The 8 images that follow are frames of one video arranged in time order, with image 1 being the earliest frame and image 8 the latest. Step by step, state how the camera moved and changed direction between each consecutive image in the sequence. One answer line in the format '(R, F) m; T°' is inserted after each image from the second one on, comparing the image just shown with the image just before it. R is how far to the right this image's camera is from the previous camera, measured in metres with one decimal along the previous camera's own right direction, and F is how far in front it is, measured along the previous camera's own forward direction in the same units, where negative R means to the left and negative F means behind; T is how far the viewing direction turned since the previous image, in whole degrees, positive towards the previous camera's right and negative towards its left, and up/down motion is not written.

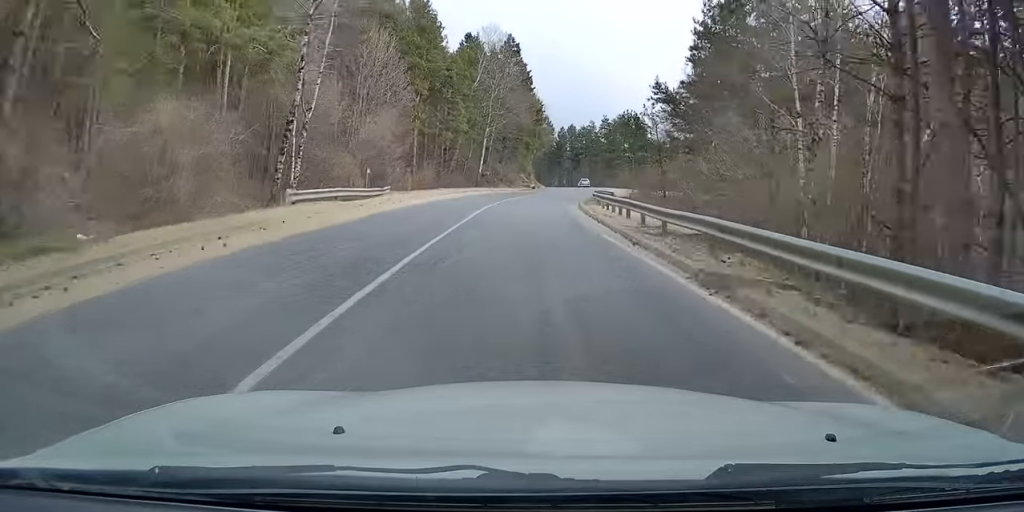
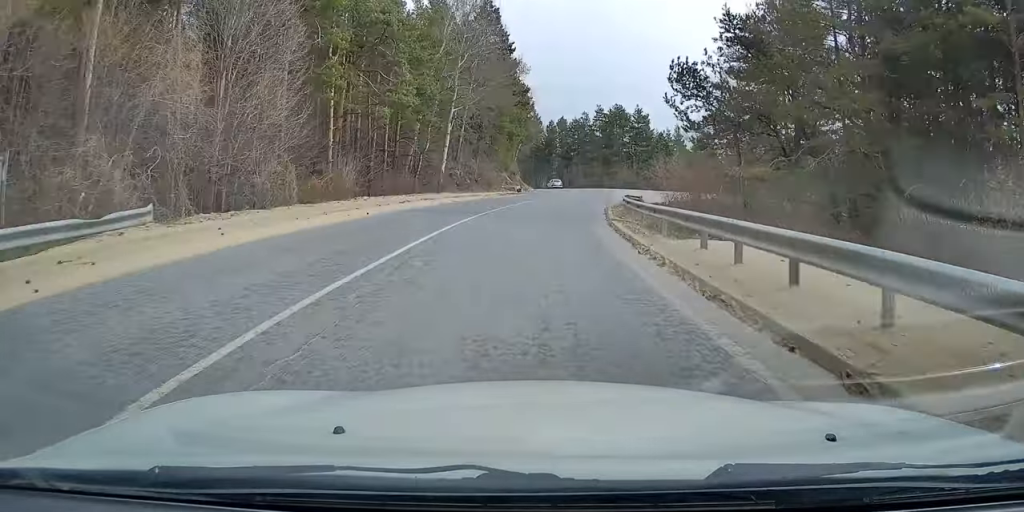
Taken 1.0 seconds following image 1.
(+0.6, +19.6) m; +3°
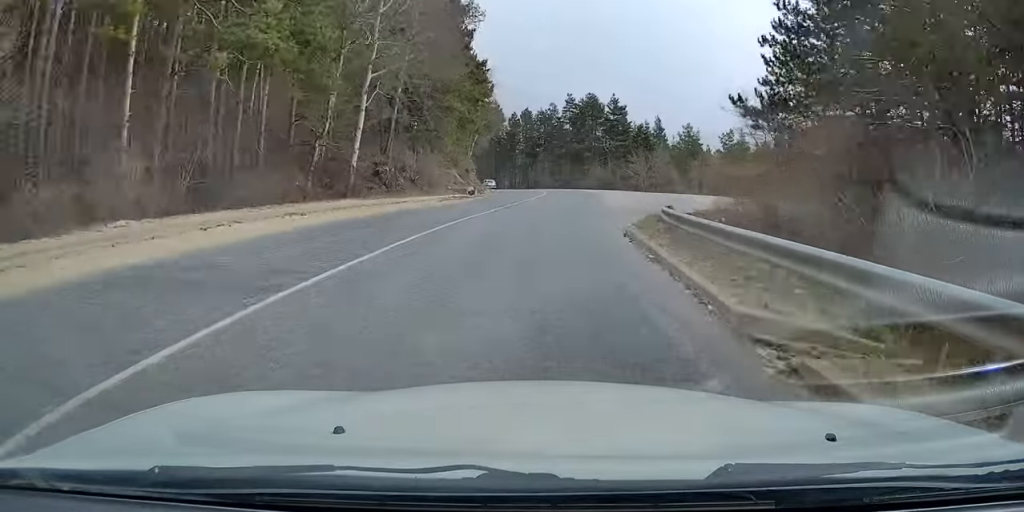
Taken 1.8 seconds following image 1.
(+0.2, +15.7) m; +1°
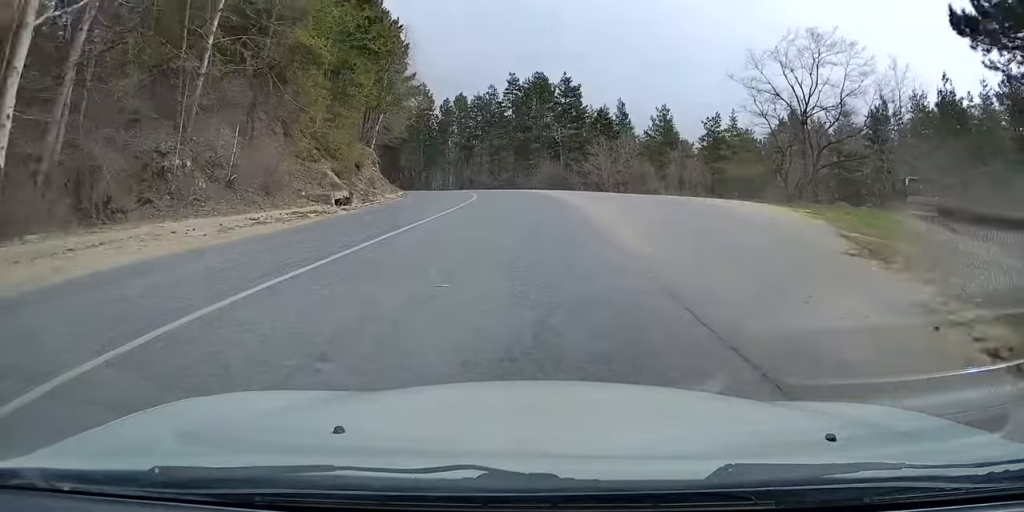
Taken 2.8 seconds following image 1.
(+0.2, +20.2) m; 0°
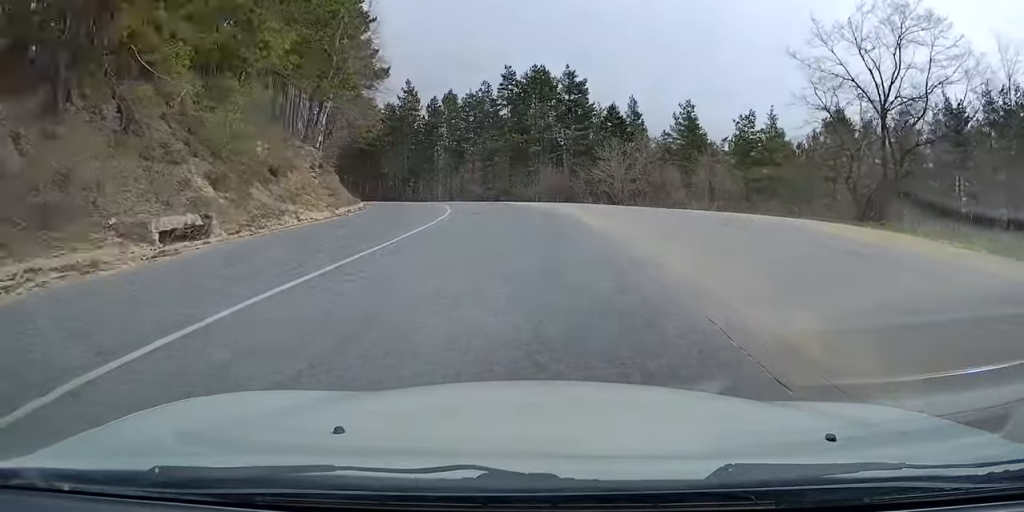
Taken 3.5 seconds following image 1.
(-0.1, +12.5) m; -1°
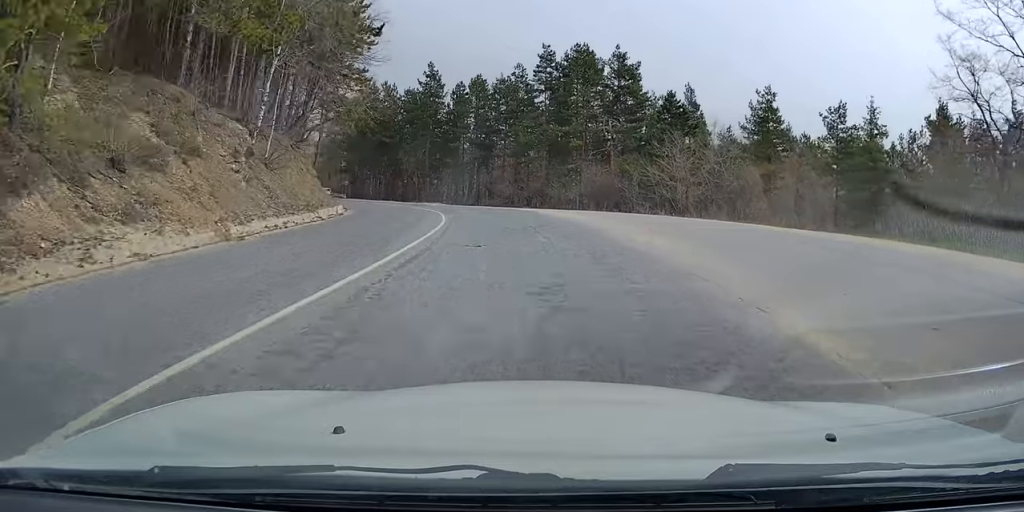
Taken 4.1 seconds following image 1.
(-0.1, +12.5) m; -2°
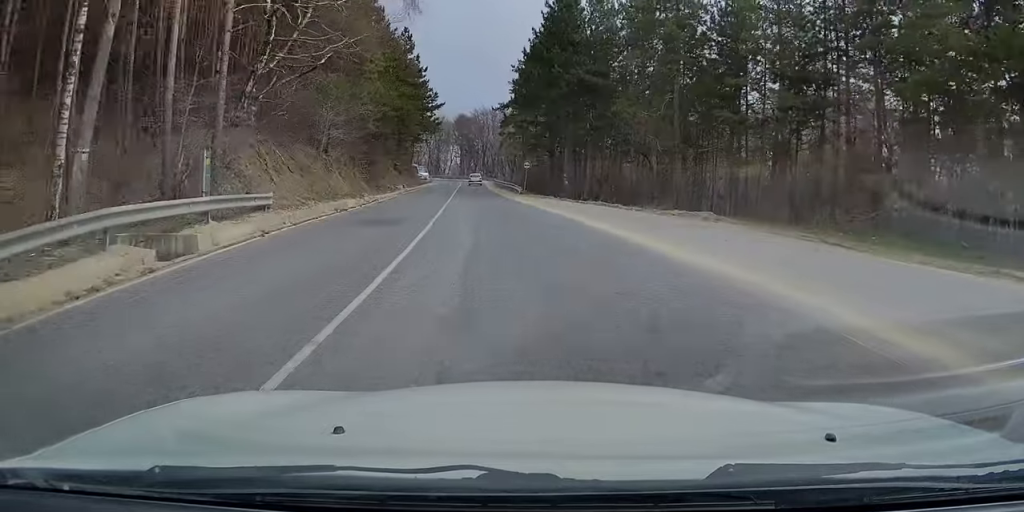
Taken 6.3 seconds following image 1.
(-3.8, +43.0) m; -12°
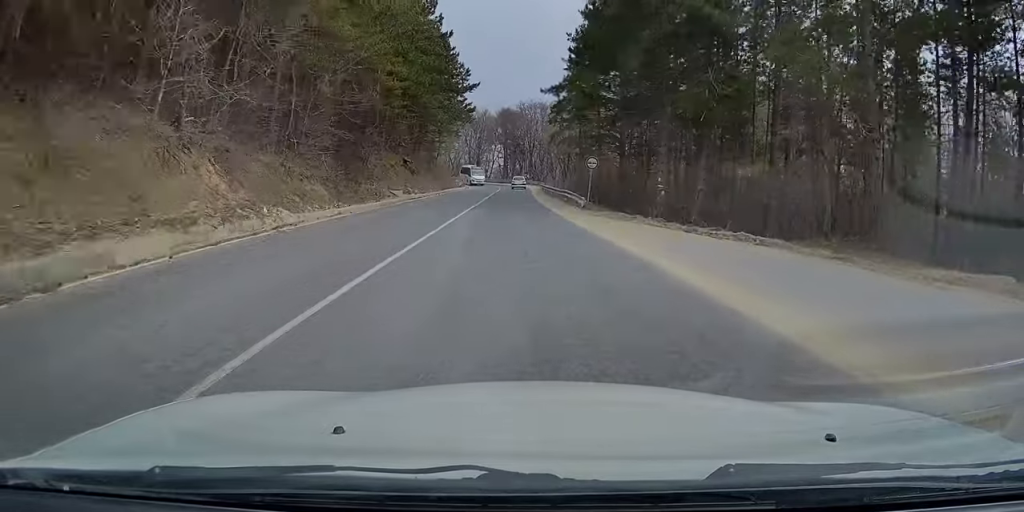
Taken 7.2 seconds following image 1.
(-0.9, +17.9) m; -5°
